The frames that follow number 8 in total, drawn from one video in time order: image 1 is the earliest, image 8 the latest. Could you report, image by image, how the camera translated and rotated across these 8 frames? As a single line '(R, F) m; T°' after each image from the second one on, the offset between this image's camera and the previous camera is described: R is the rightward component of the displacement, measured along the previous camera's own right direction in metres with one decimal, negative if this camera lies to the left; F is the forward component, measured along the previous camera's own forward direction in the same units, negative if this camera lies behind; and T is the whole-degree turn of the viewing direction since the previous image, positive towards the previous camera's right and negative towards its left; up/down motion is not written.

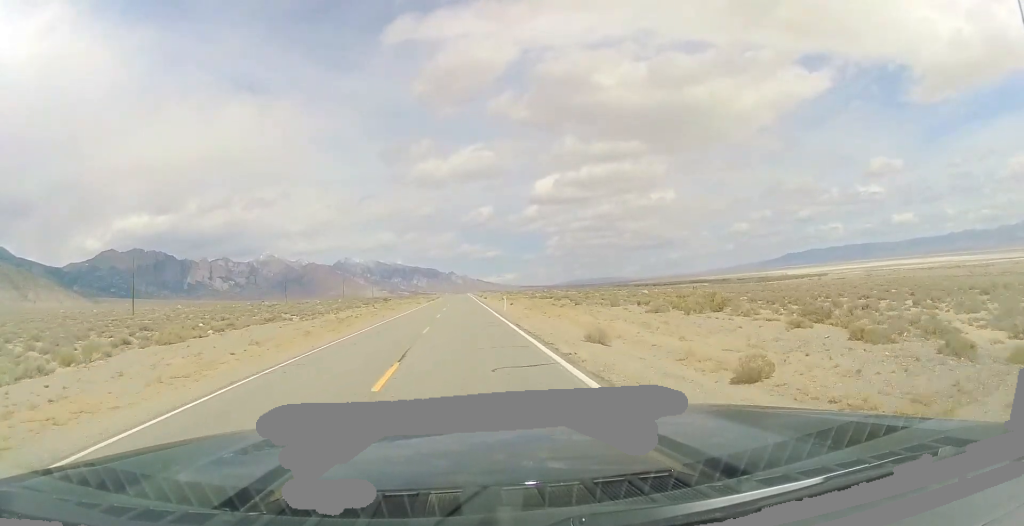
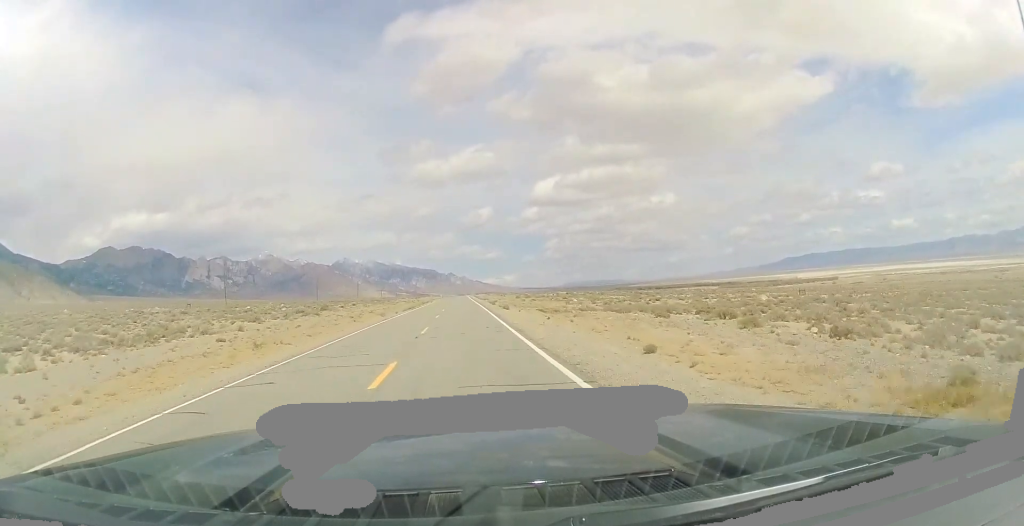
(+0.1, +49.5) m; 0°
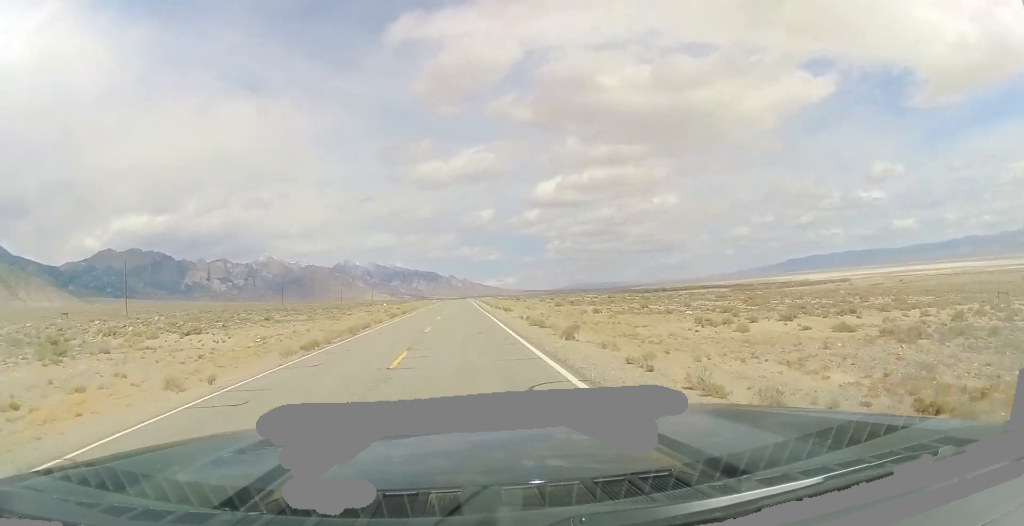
(-0.2, +45.6) m; 0°
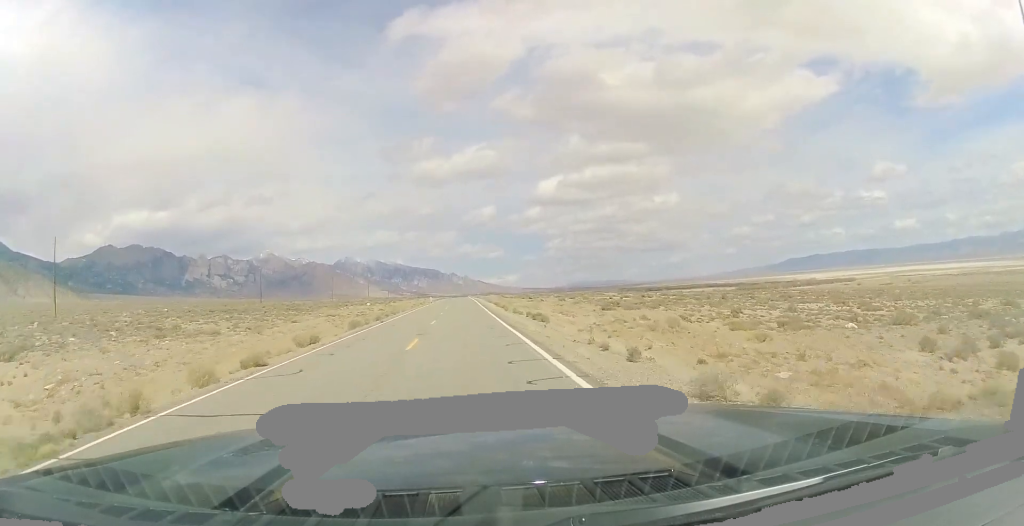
(-0.2, +21.0) m; 0°
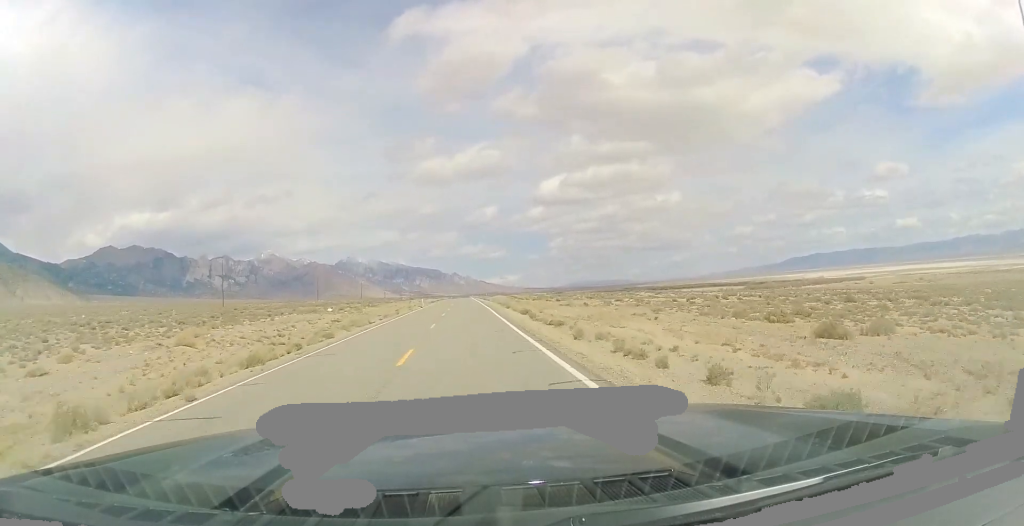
(+0.3, +28.1) m; +1°
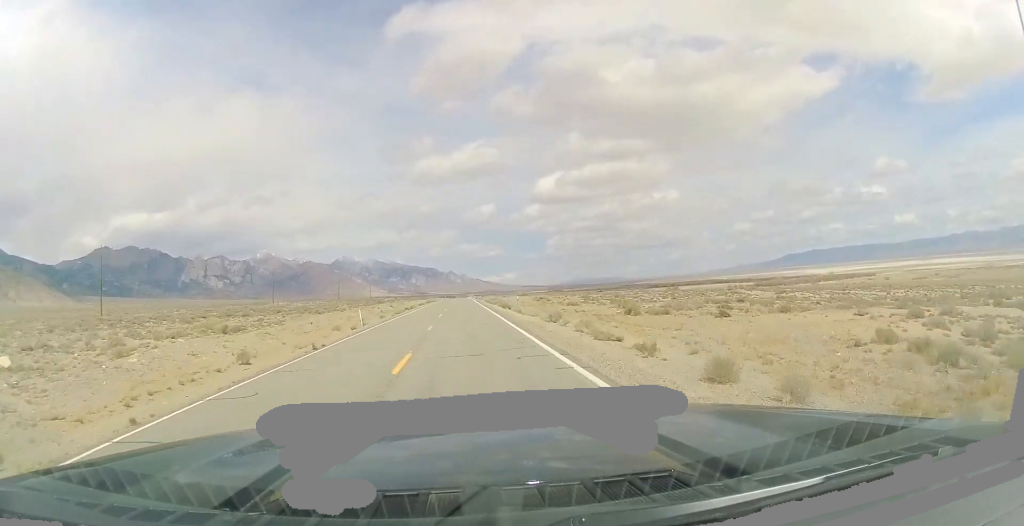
(0.0, +50.2) m; 0°
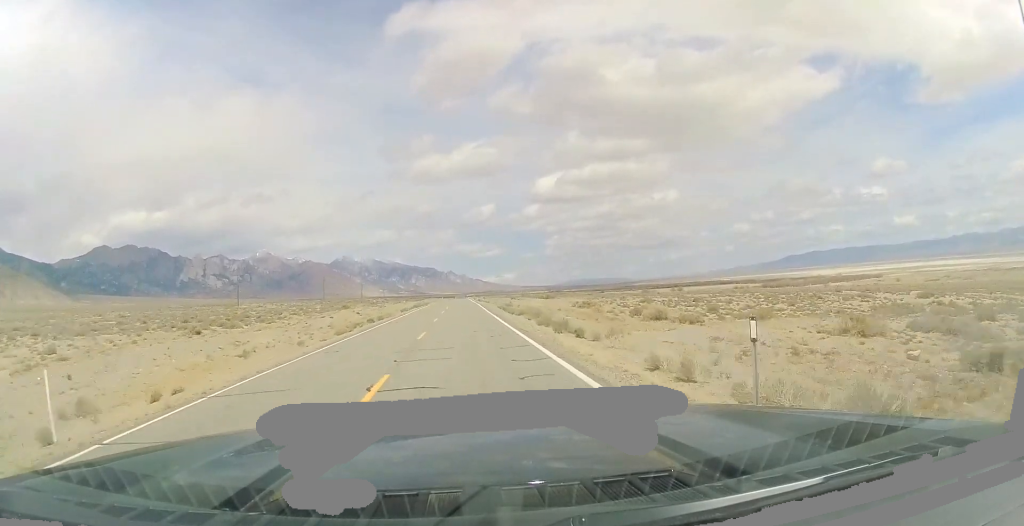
(-0.1, +28.0) m; 0°
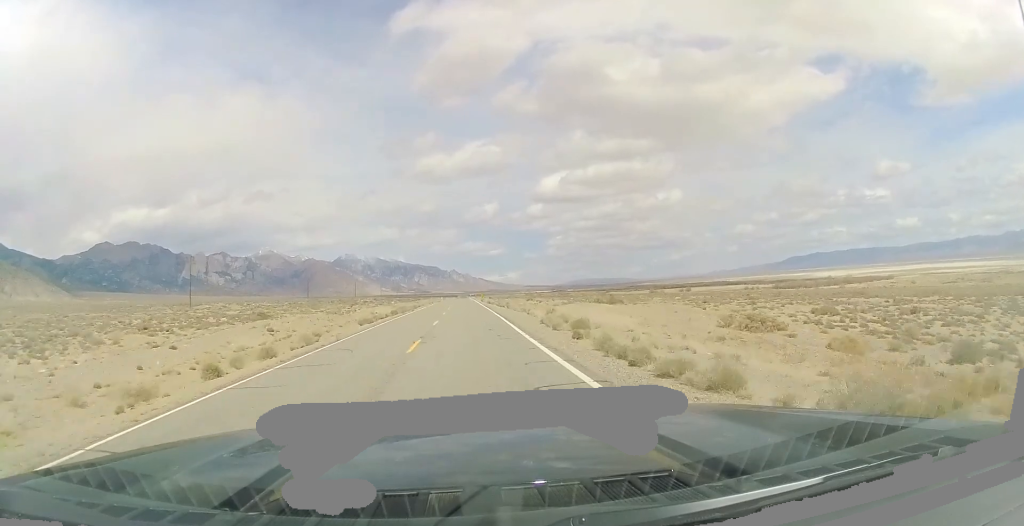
(0.0, +29.1) m; 0°
